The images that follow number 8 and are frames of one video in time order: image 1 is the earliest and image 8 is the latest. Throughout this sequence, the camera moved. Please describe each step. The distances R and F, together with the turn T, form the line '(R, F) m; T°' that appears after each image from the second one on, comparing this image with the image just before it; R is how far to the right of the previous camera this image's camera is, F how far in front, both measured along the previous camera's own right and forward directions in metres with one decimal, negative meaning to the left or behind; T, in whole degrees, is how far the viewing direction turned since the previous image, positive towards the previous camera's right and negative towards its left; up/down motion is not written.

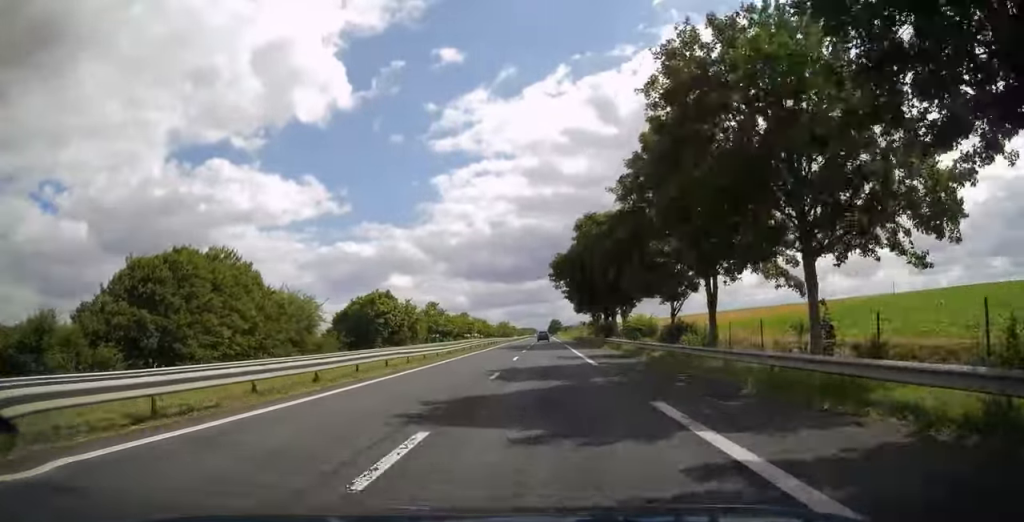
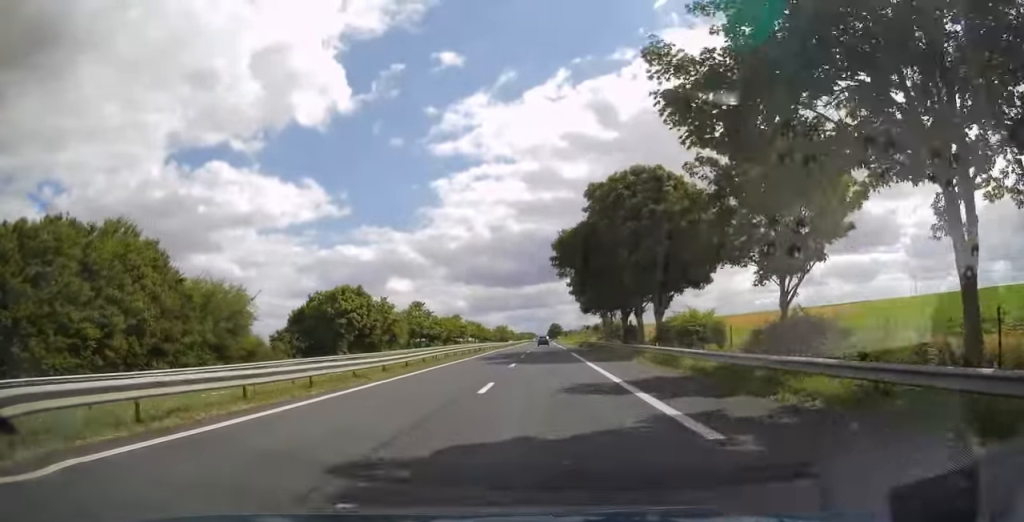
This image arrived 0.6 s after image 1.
(0.0, +16.6) m; 0°
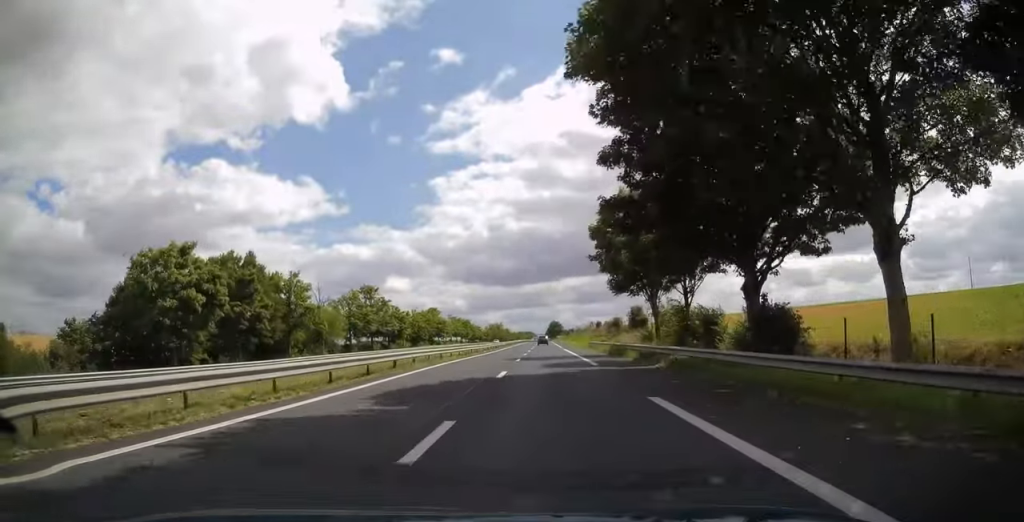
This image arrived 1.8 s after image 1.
(0.0, +34.6) m; 0°
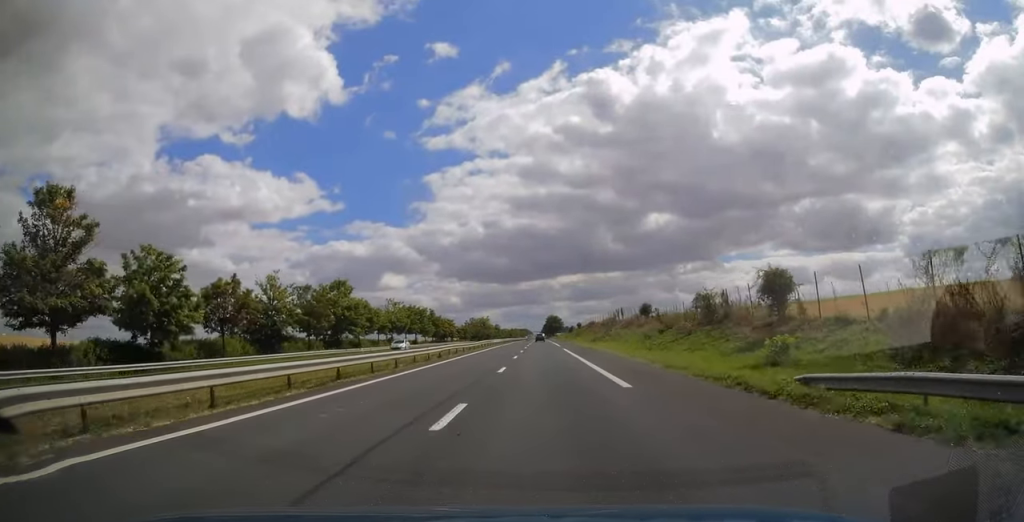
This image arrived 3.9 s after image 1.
(+0.1, +63.0) m; 0°
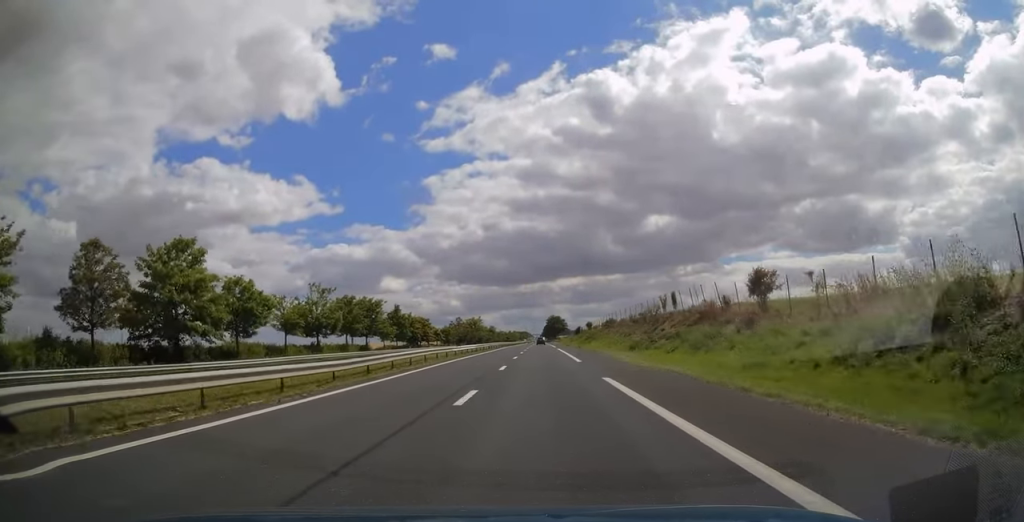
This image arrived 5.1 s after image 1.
(0.0, +36.2) m; 0°
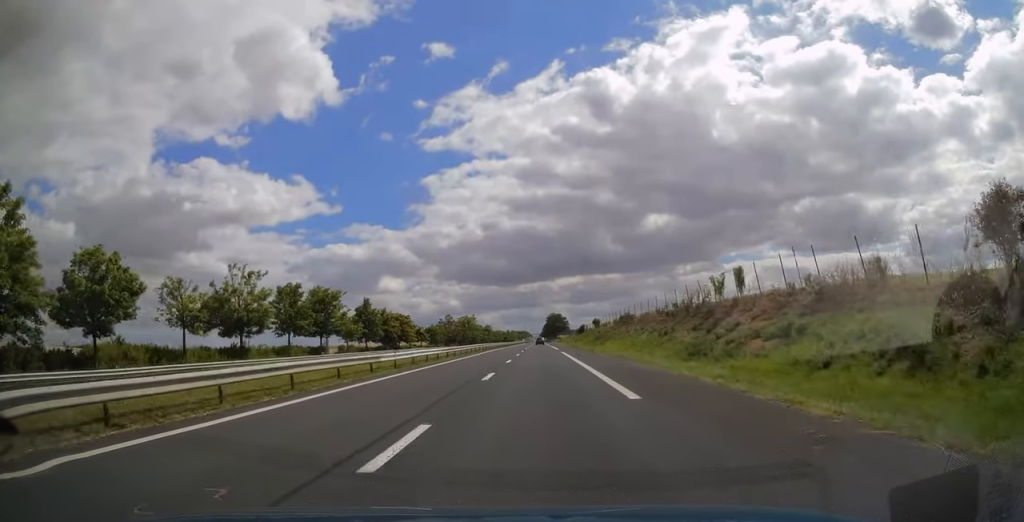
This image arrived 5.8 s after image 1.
(0.0, +19.1) m; 0°
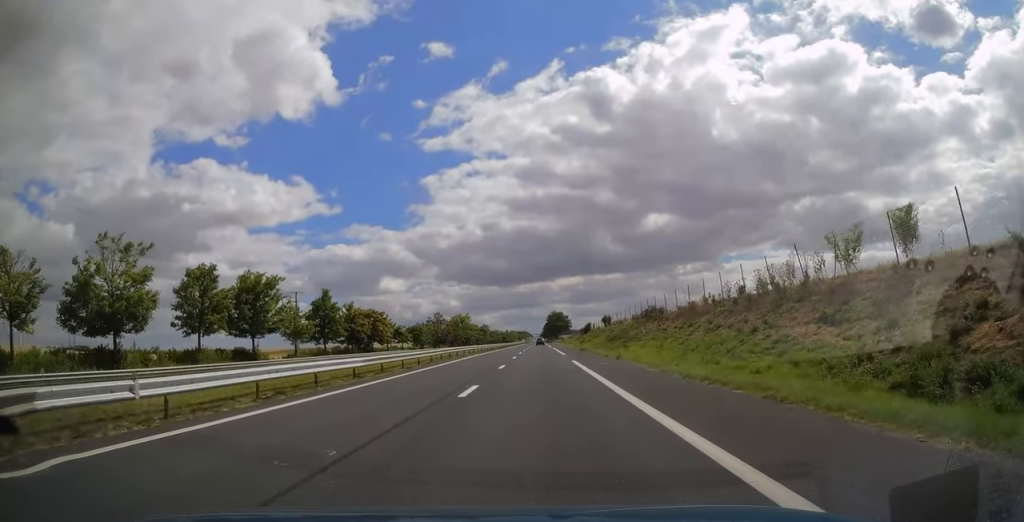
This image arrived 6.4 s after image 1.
(0.0, +18.1) m; 0°
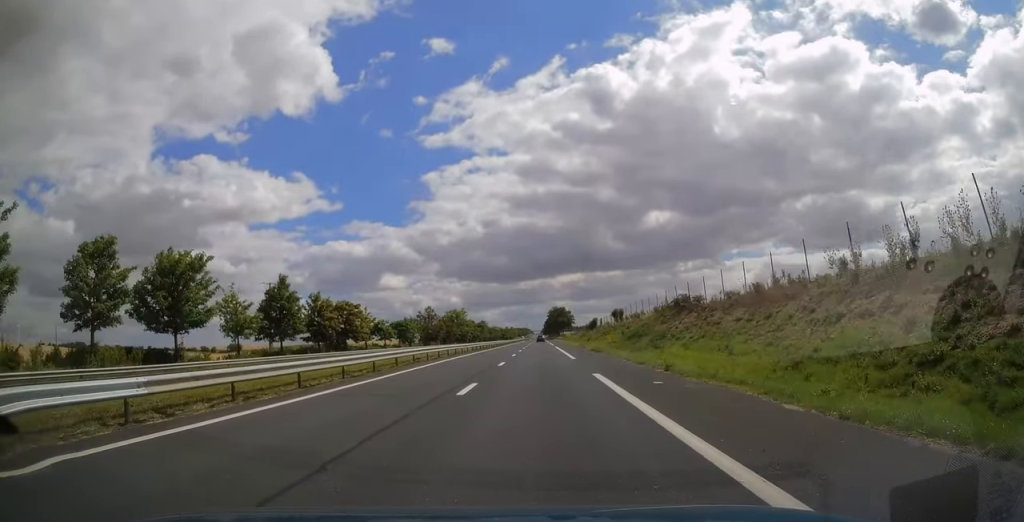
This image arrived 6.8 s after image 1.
(0.0, +13.2) m; 0°
